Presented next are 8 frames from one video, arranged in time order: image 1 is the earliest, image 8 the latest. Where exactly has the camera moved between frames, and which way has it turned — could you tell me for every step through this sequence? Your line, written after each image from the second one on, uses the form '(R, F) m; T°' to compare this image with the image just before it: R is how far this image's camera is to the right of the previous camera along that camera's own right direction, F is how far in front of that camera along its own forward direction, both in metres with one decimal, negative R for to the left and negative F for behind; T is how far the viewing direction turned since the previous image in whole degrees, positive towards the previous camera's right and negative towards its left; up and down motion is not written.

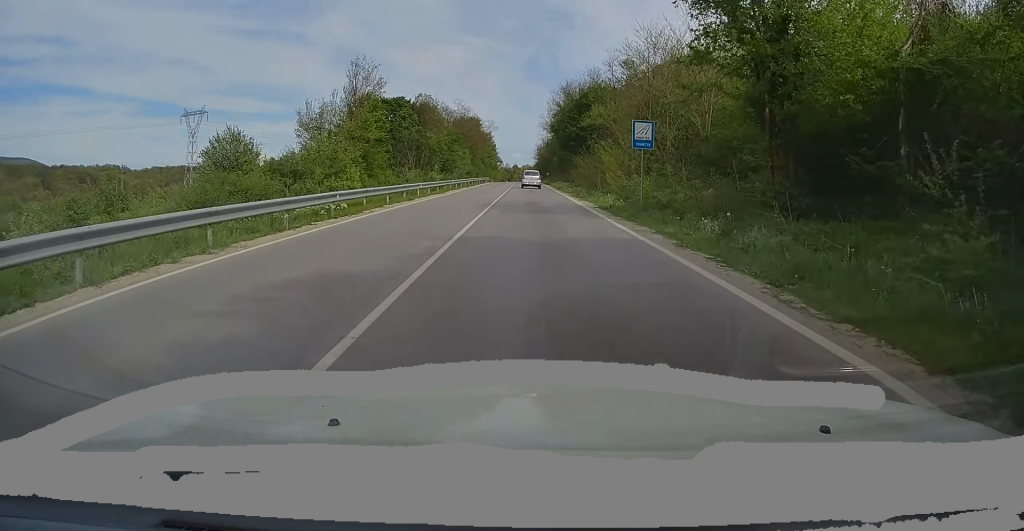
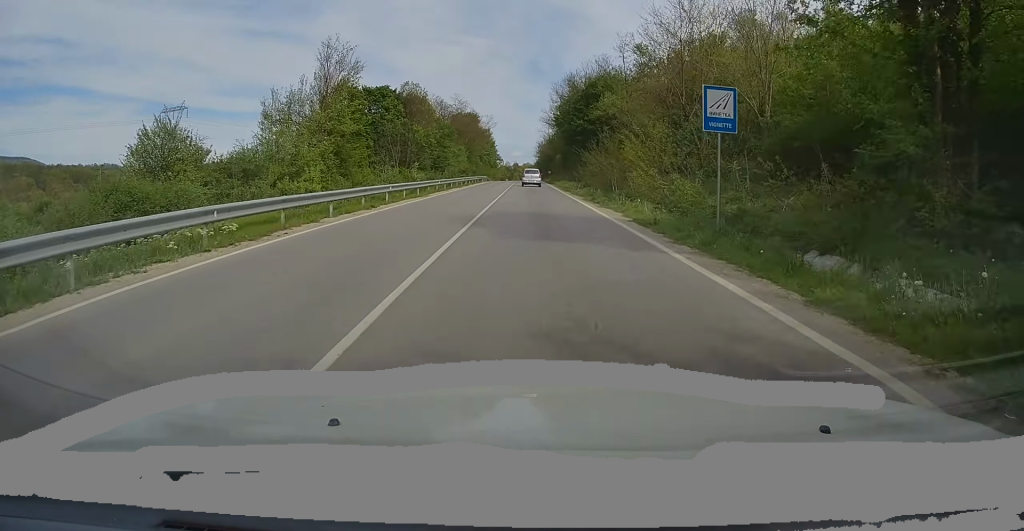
(-0.1, +8.2) m; 0°
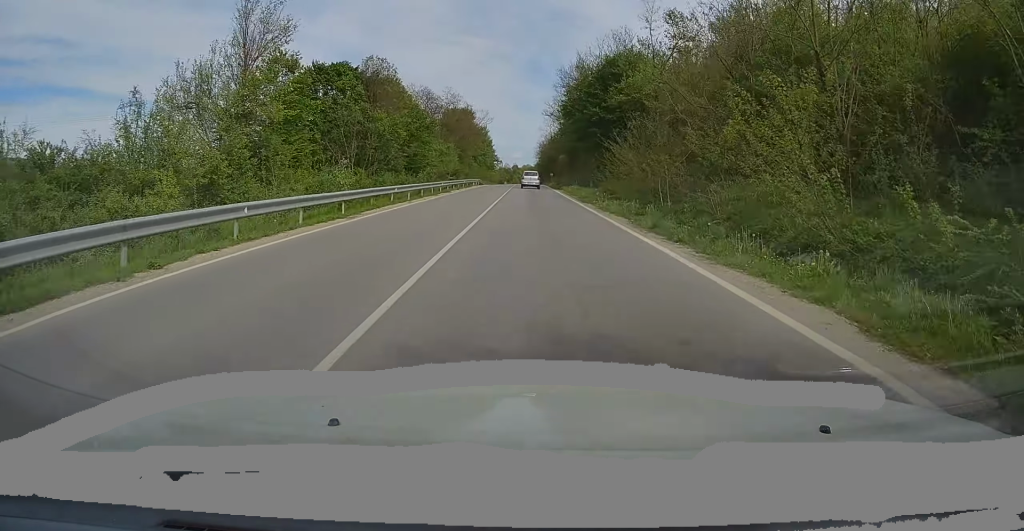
(-0.2, +14.6) m; 0°
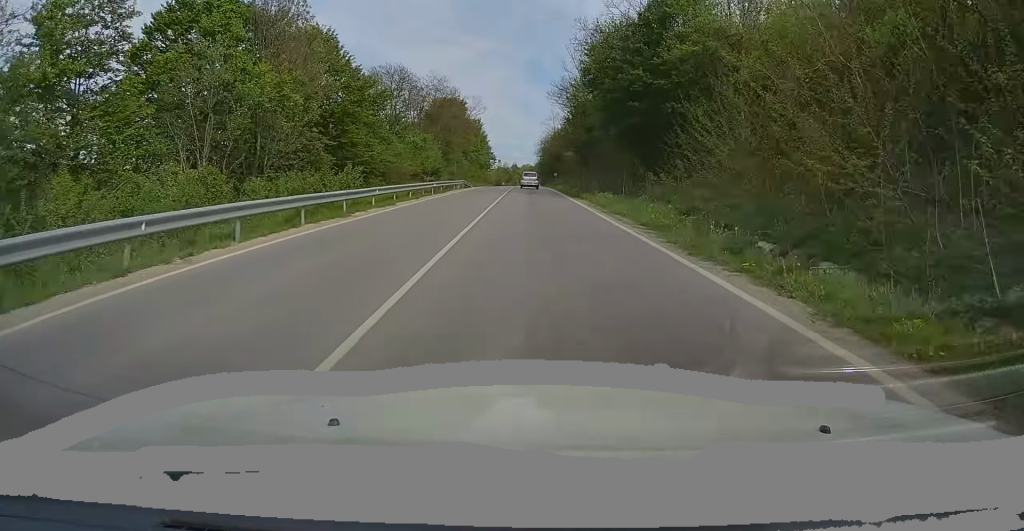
(+0.3, +19.9) m; +1°
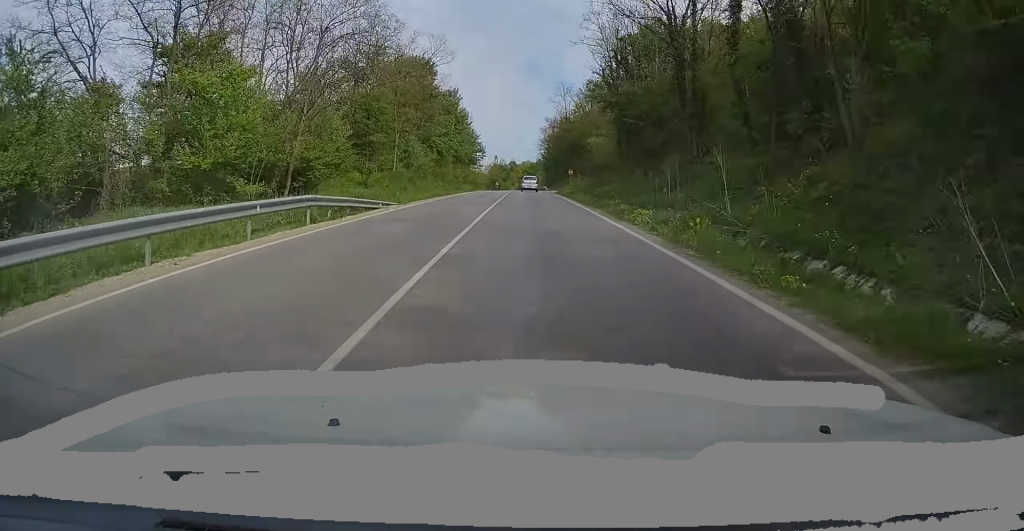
(-0.7, +43.5) m; -1°
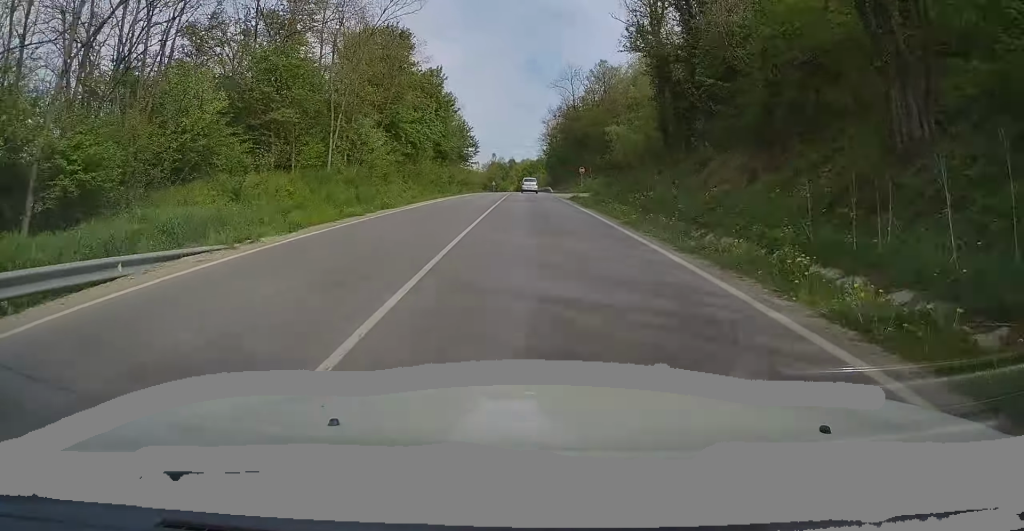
(+0.1, +17.3) m; +1°
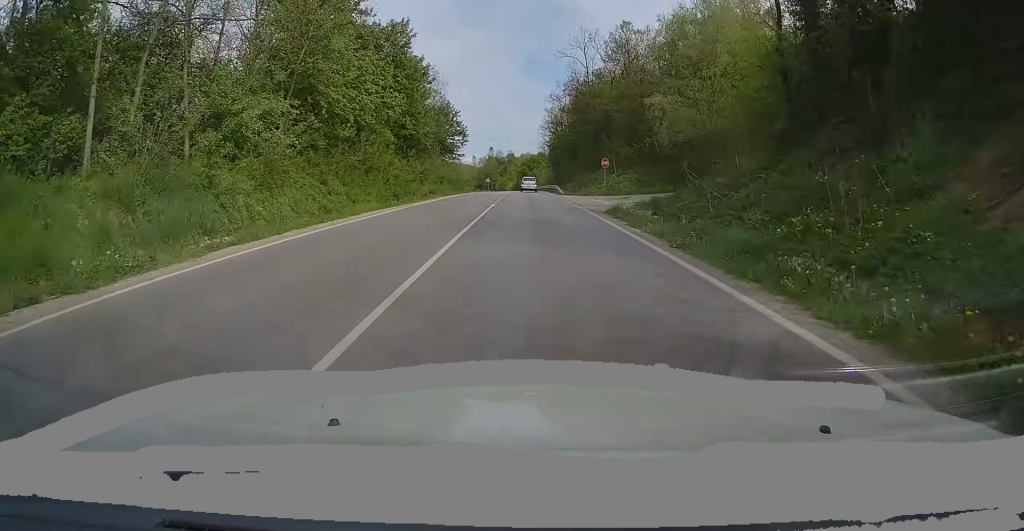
(+0.1, +20.2) m; +1°
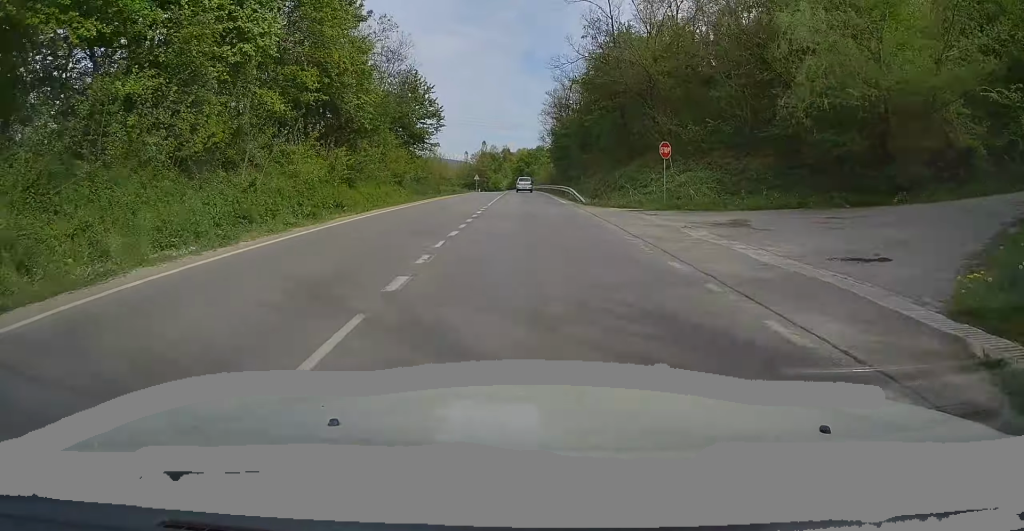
(+0.2, +22.0) m; 0°
